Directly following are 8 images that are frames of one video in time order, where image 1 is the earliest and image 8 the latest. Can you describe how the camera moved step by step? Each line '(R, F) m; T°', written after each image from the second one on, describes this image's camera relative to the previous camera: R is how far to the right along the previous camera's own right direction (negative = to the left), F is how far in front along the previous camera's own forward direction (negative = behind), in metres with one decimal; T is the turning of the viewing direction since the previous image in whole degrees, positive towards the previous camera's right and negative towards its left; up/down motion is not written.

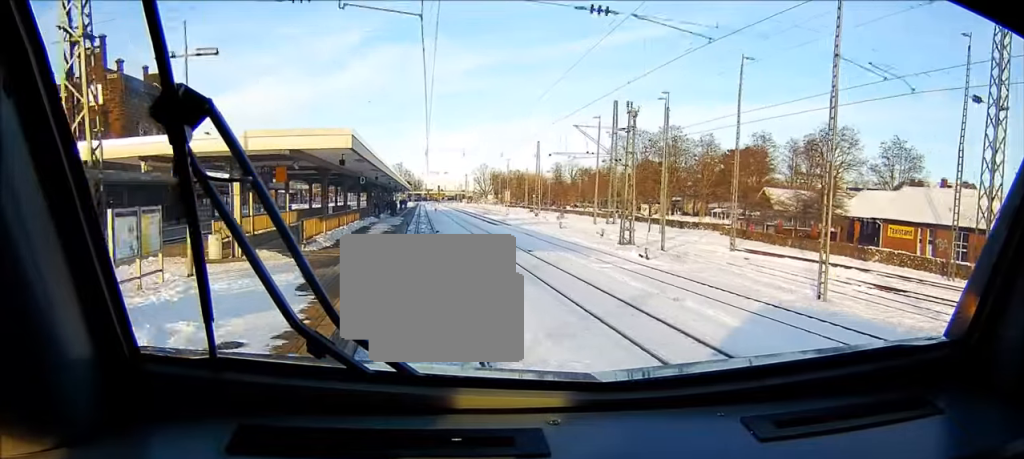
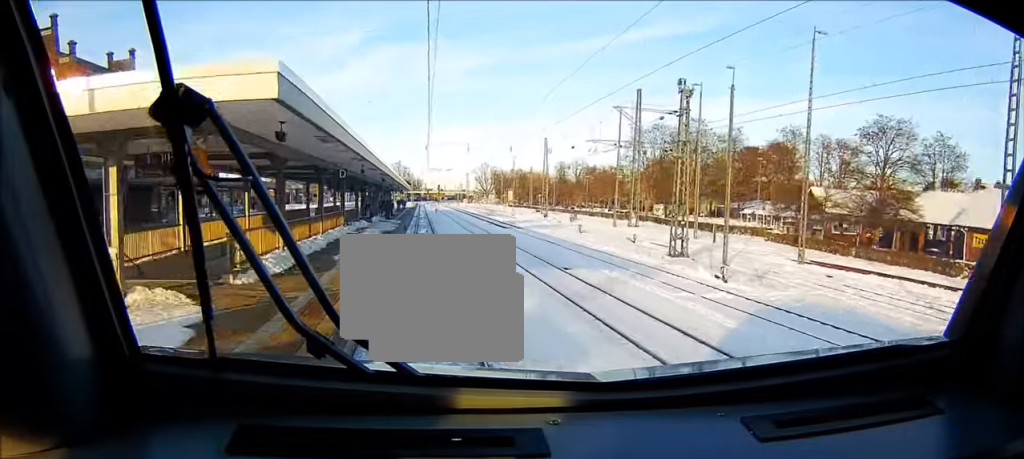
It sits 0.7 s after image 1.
(+0.1, +11.0) m; 0°
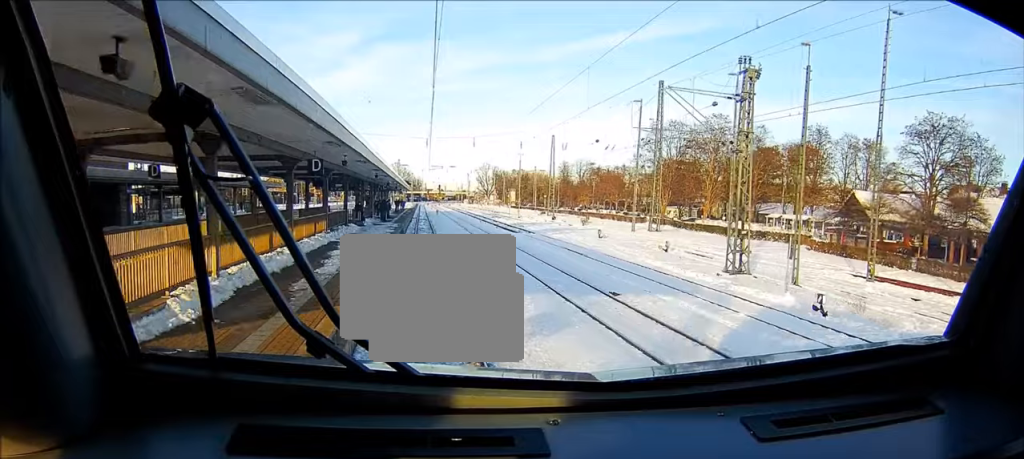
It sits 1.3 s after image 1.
(0.0, +7.9) m; 0°
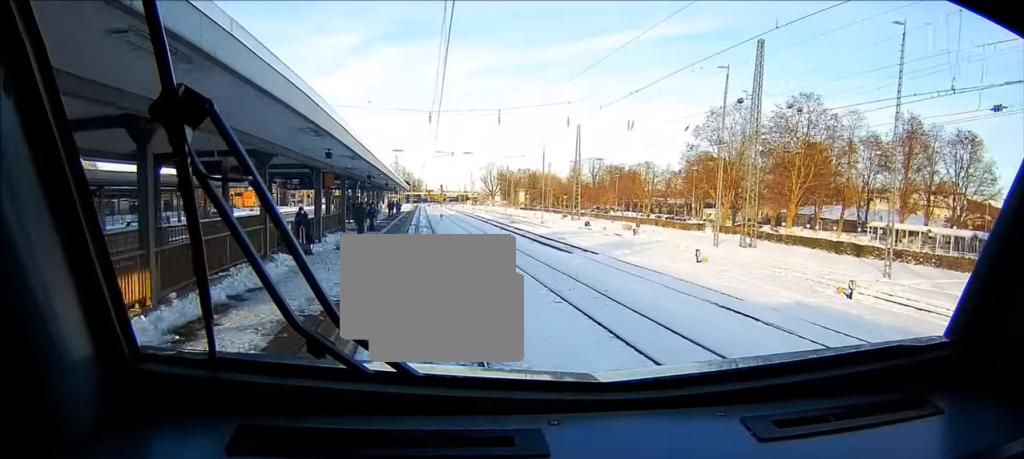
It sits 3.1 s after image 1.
(+0.1, +22.7) m; +2°
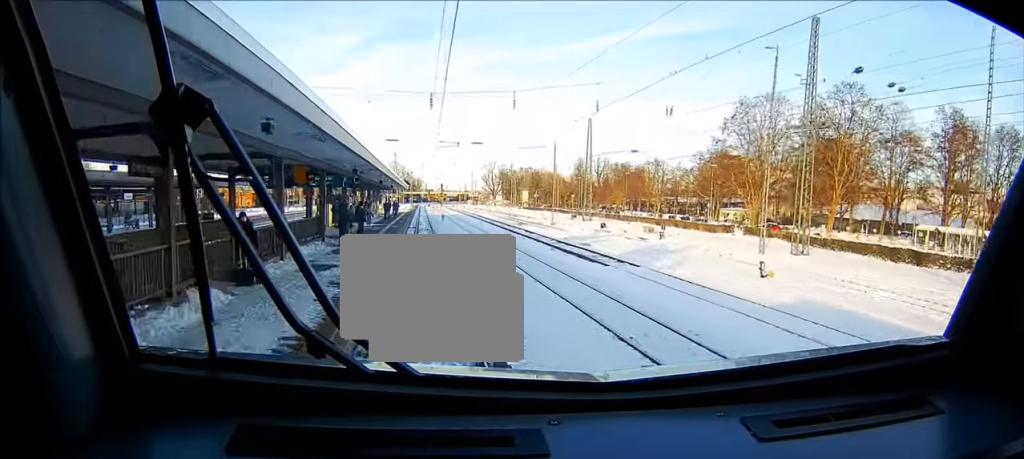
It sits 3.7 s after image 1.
(+0.1, +8.0) m; +1°
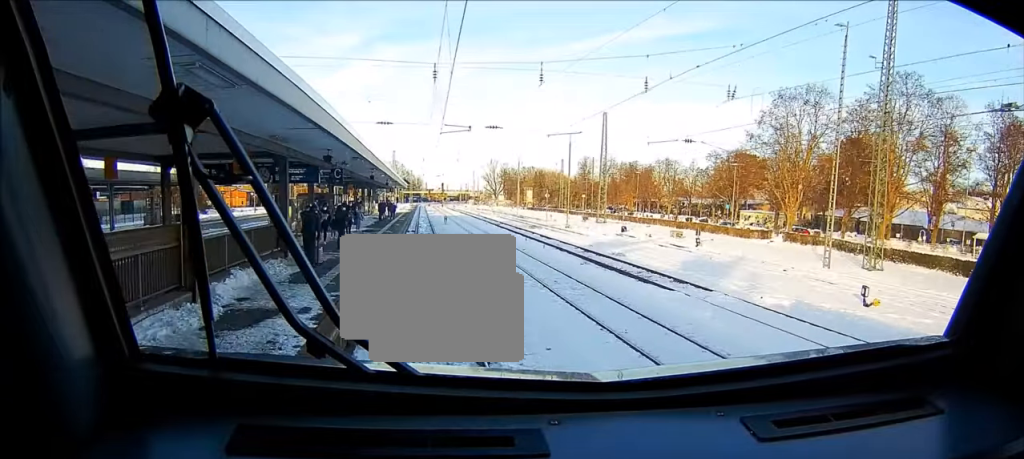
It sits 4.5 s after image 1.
(+0.1, +8.7) m; +1°
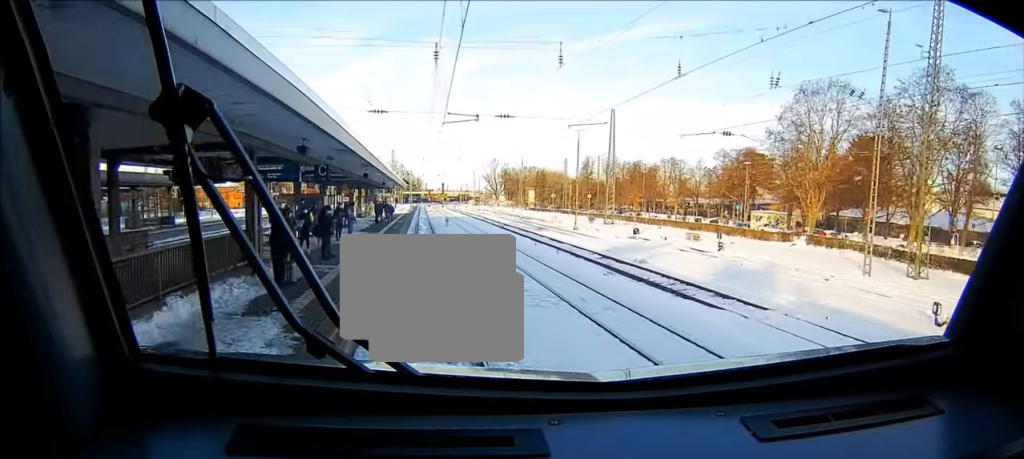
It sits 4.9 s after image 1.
(0.0, +4.5) m; 0°
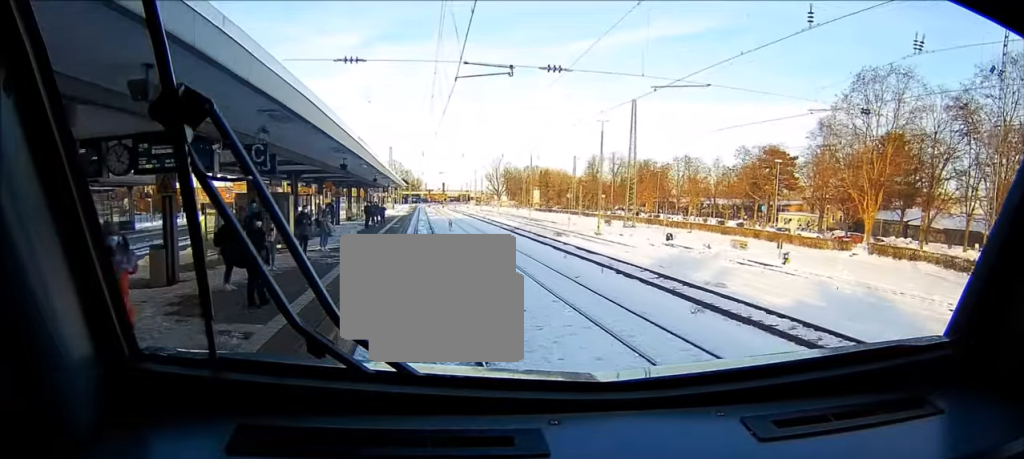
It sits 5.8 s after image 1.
(+0.1, +9.8) m; -1°
